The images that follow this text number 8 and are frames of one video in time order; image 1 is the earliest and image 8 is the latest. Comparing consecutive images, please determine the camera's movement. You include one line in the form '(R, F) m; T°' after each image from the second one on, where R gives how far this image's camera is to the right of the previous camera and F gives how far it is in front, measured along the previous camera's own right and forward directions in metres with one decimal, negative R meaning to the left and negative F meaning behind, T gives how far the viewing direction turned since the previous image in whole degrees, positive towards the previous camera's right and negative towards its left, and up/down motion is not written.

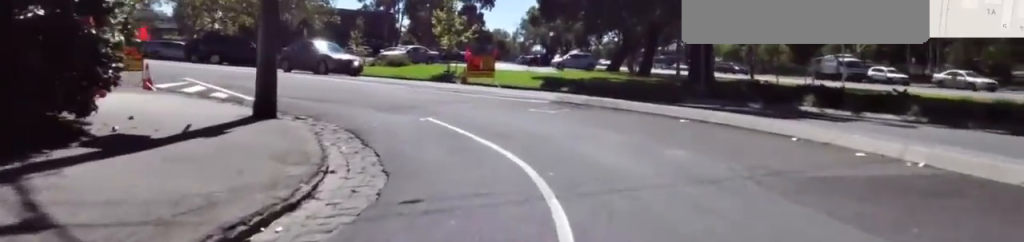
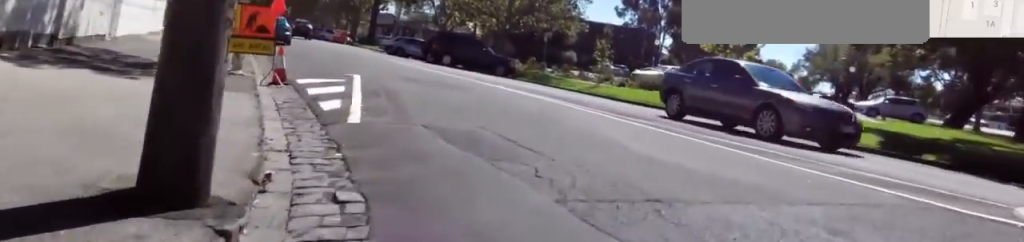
(-2.5, +6.9) m; -31°
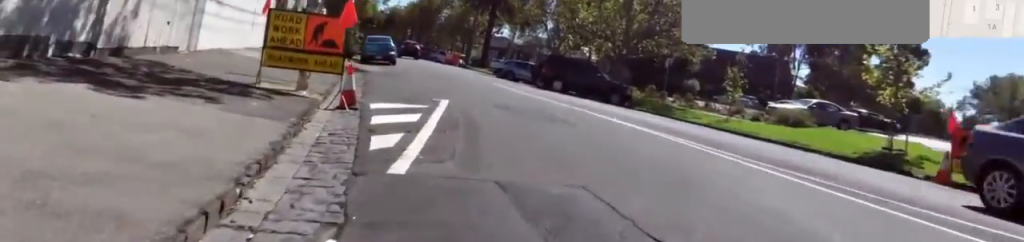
(+0.3, +2.1) m; -4°
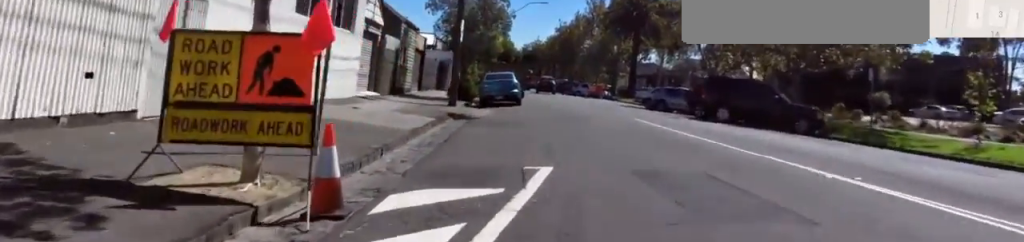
(-0.6, +4.6) m; -13°
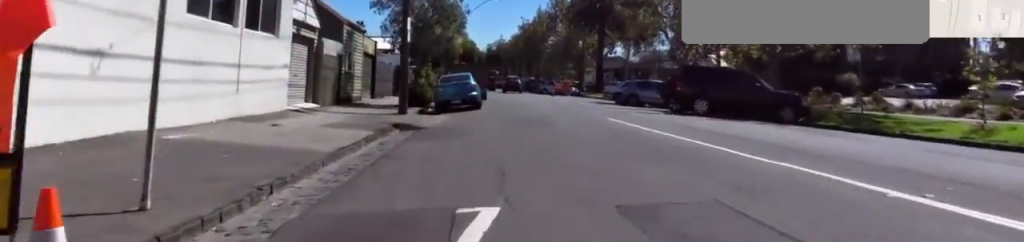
(-0.2, +2.2) m; -3°
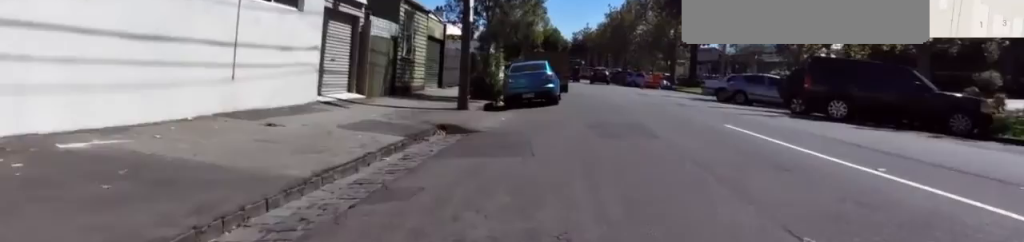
(0.0, +3.6) m; +7°
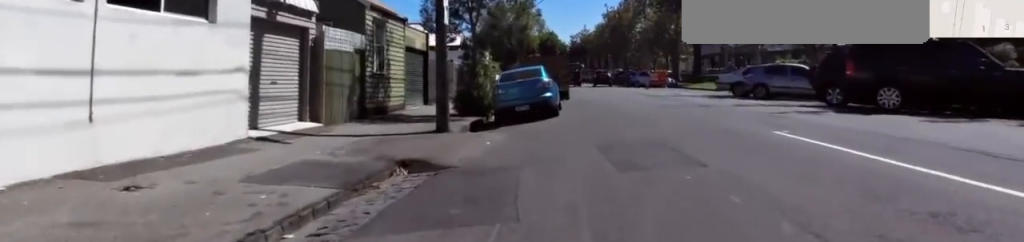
(+0.3, +3.2) m; 0°
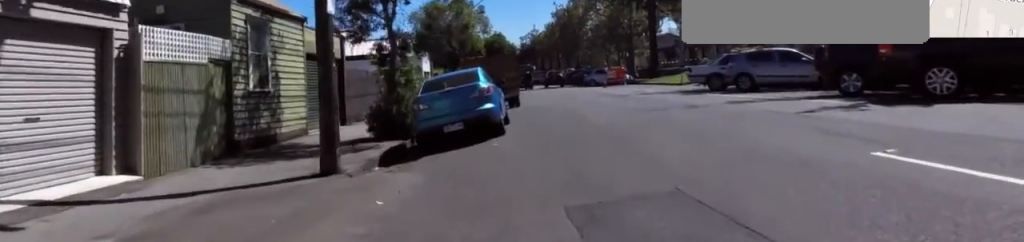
(-0.2, +4.5) m; -5°
